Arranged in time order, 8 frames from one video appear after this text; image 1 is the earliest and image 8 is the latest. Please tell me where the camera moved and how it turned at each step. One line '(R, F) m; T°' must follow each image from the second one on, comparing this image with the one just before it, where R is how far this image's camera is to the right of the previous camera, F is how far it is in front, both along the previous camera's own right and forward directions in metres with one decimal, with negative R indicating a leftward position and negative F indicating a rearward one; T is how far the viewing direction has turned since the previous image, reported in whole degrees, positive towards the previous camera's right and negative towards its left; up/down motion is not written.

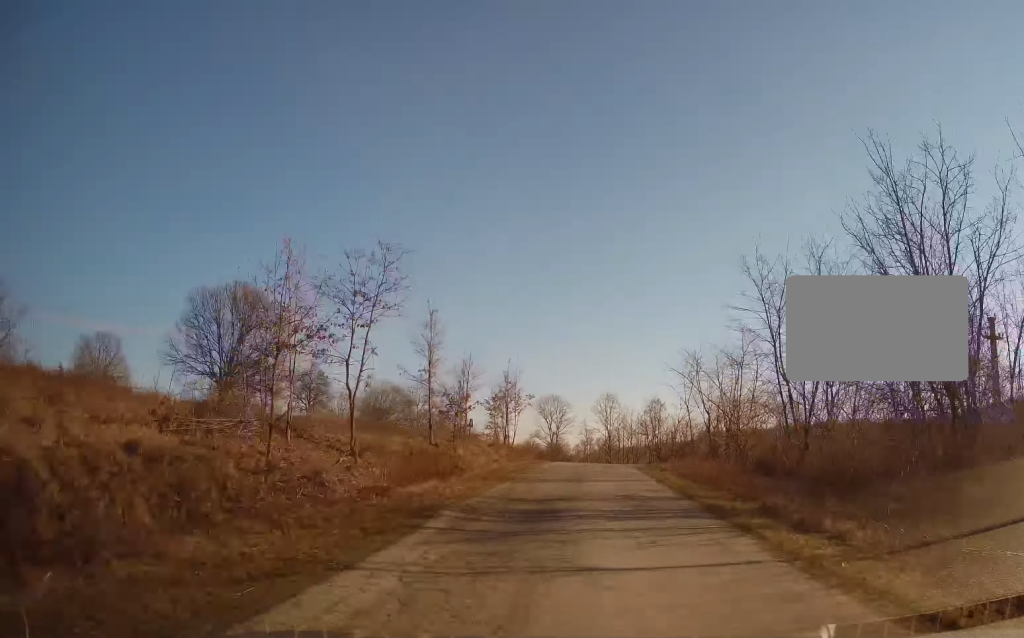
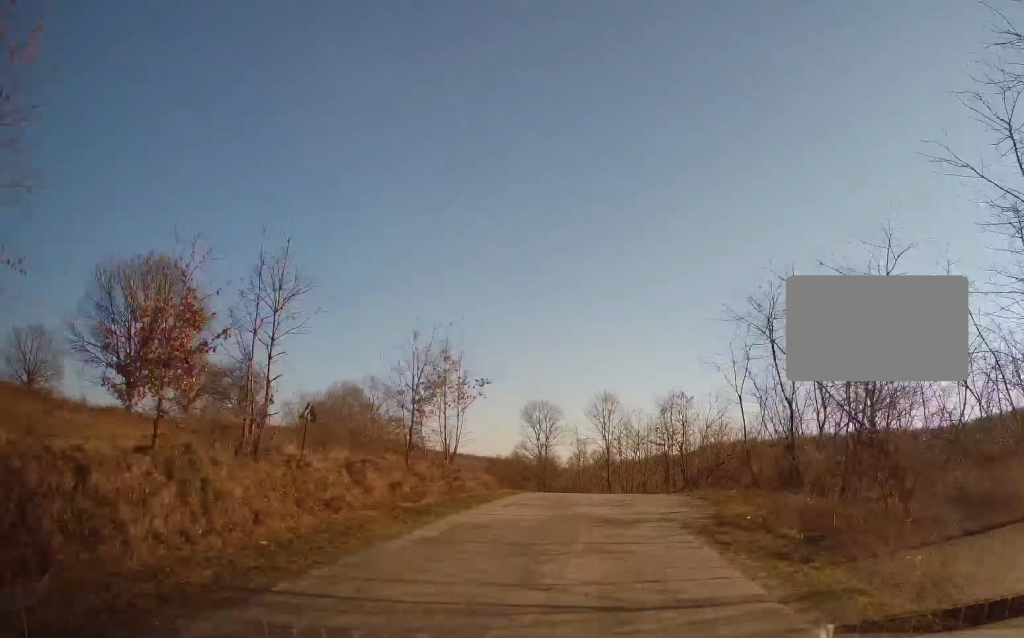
(+0.2, +20.8) m; -1°
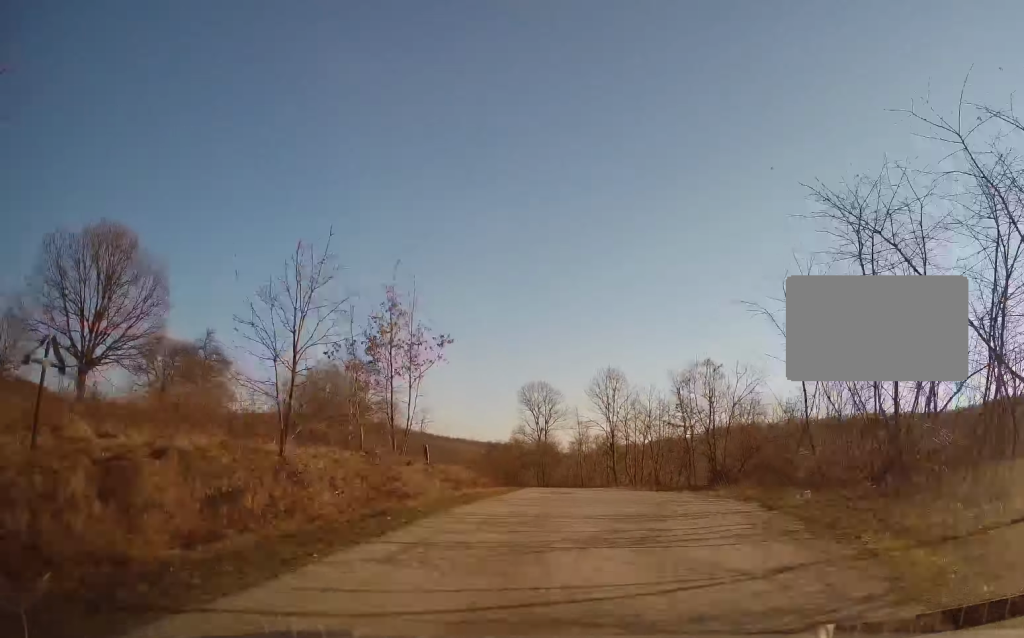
(-0.2, +9.2) m; -1°
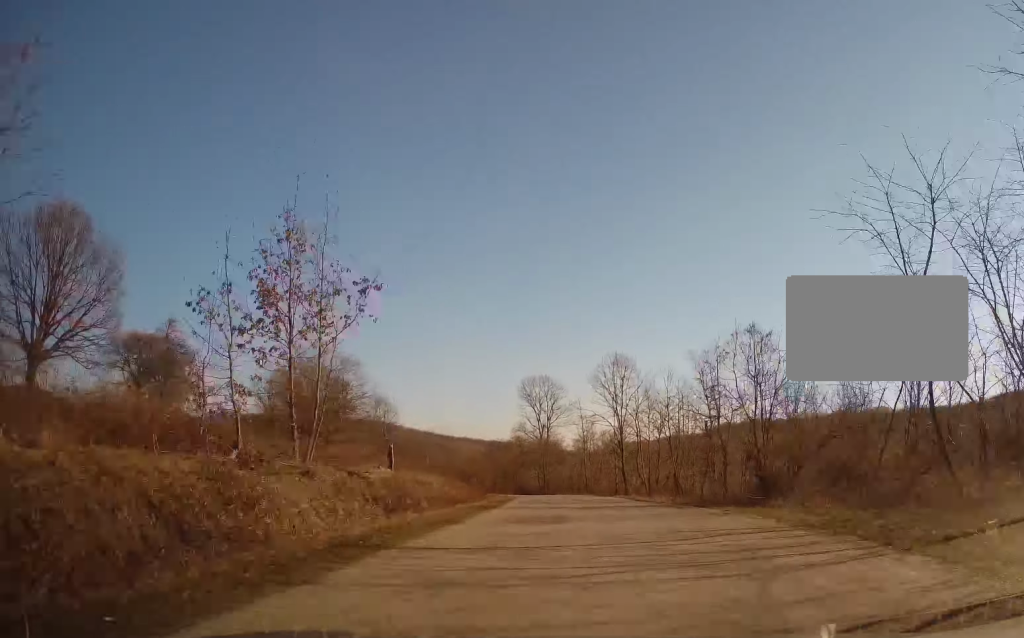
(0.0, +8.5) m; -1°
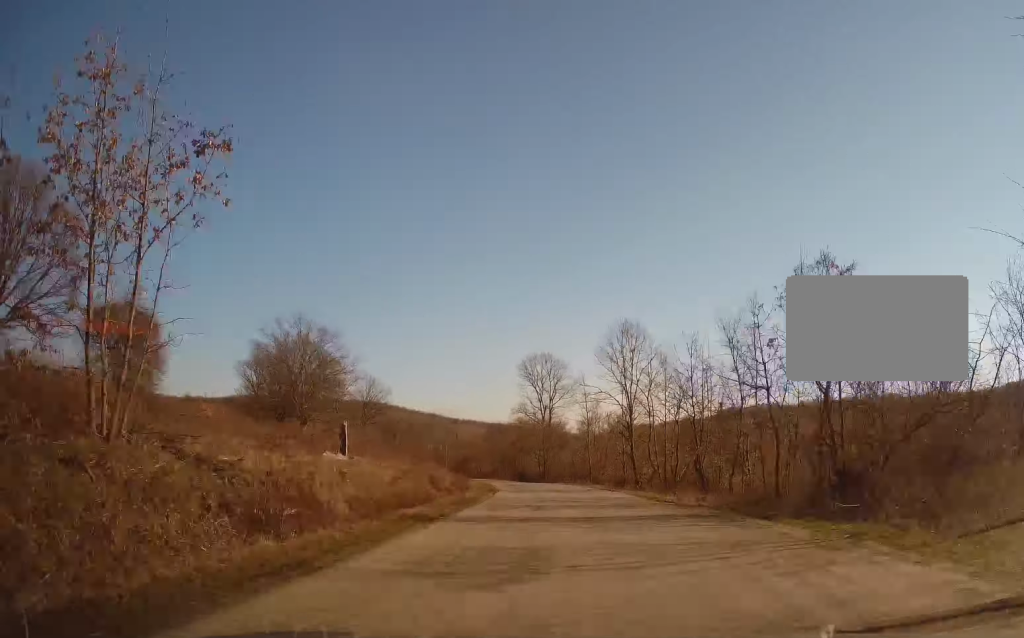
(+0.1, +7.8) m; -1°
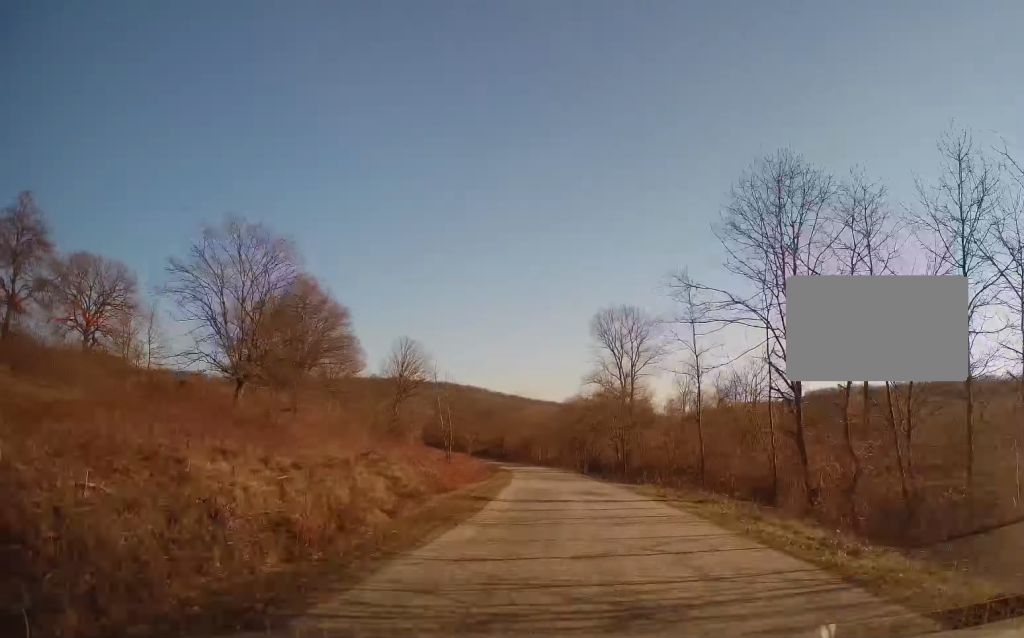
(-1.2, +24.3) m; -6°
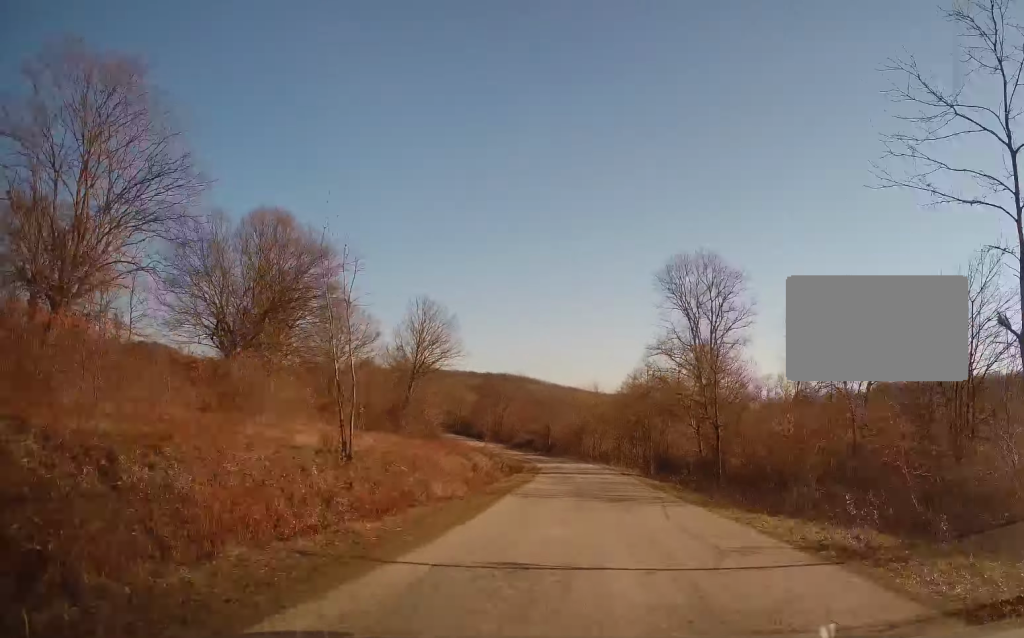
(-0.9, +19.2) m; -4°
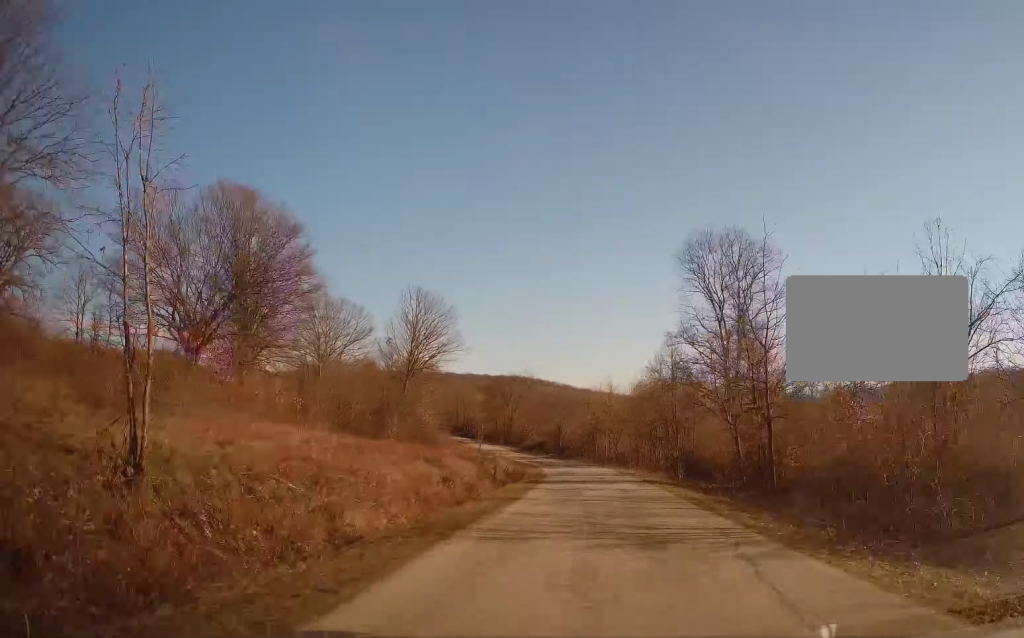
(0.0, +7.4) m; -1°
